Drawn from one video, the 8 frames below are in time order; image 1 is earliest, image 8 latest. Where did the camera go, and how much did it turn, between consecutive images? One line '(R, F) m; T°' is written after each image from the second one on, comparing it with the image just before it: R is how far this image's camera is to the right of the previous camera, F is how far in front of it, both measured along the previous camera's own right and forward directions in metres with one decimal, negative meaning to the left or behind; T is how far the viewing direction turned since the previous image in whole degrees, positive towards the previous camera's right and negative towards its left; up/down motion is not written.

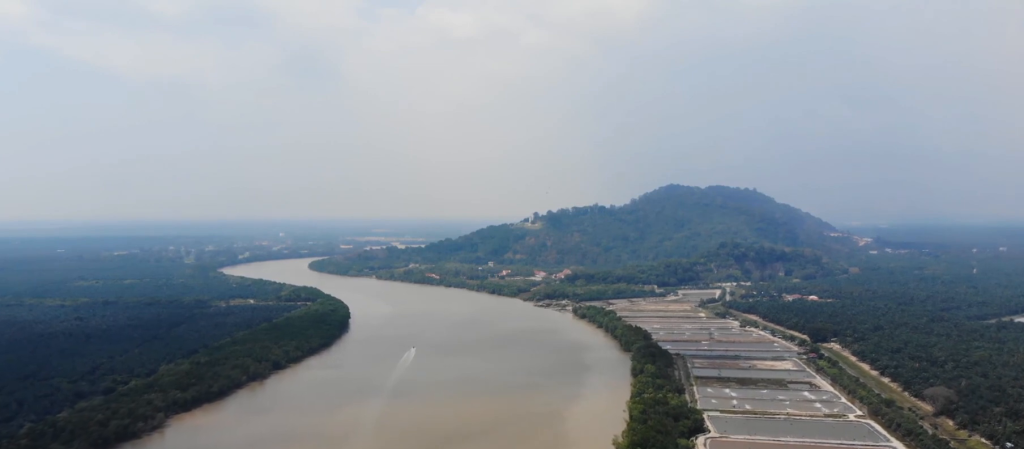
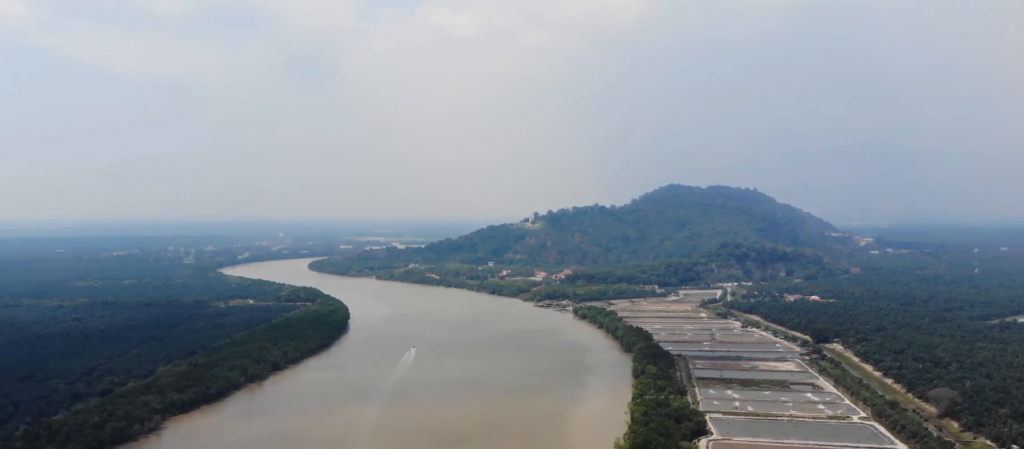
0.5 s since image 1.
(0.0, +6.4) m; 0°
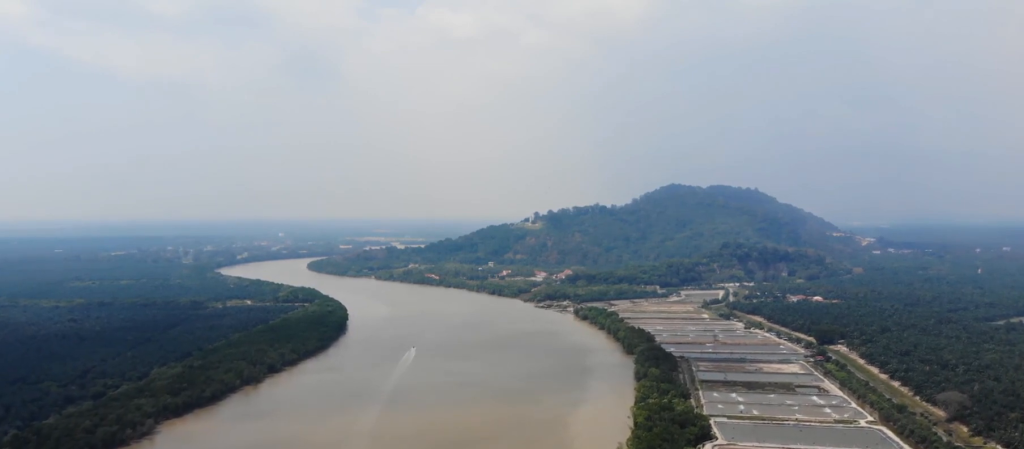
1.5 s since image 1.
(0.0, +12.9) m; 0°
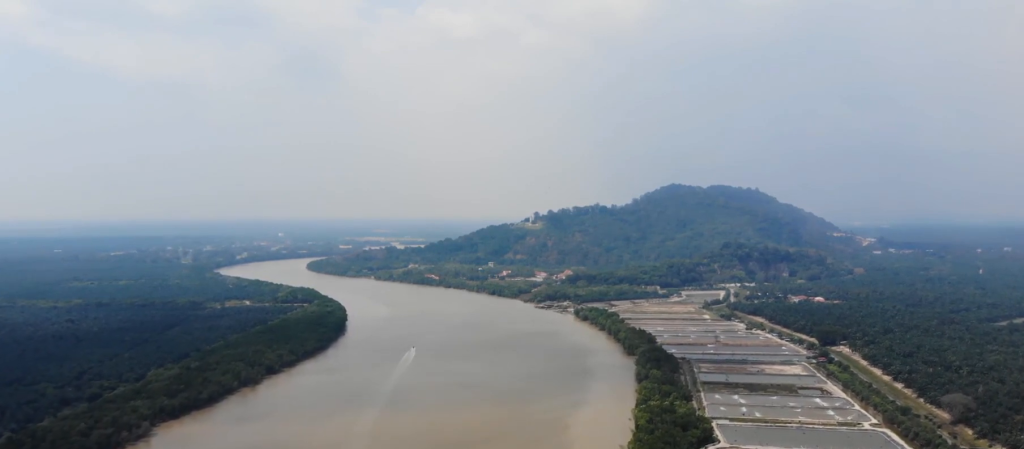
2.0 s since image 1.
(0.0, +6.9) m; 0°
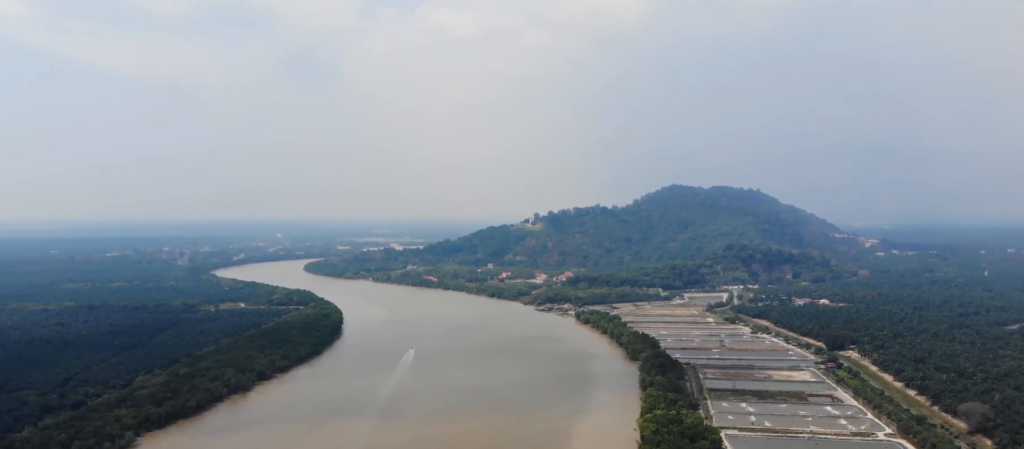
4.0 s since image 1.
(0.0, +25.0) m; 0°
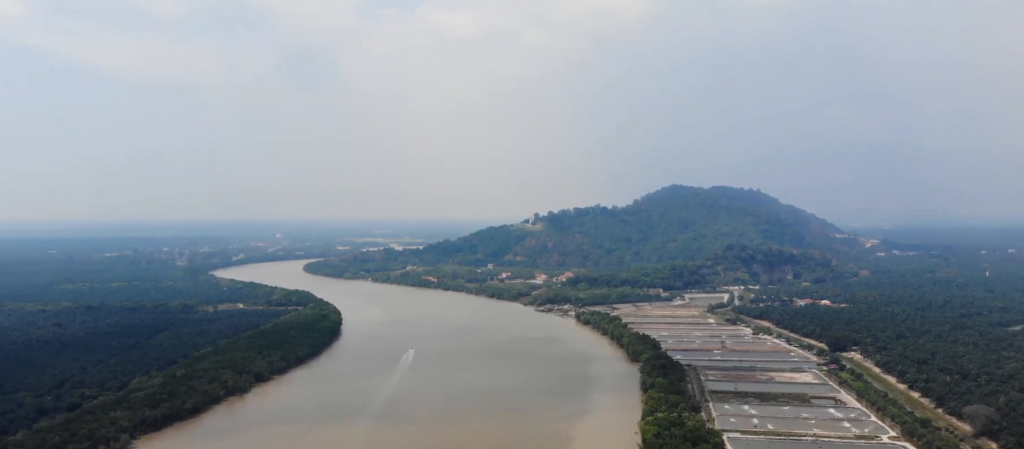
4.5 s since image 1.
(0.0, +6.9) m; 0°
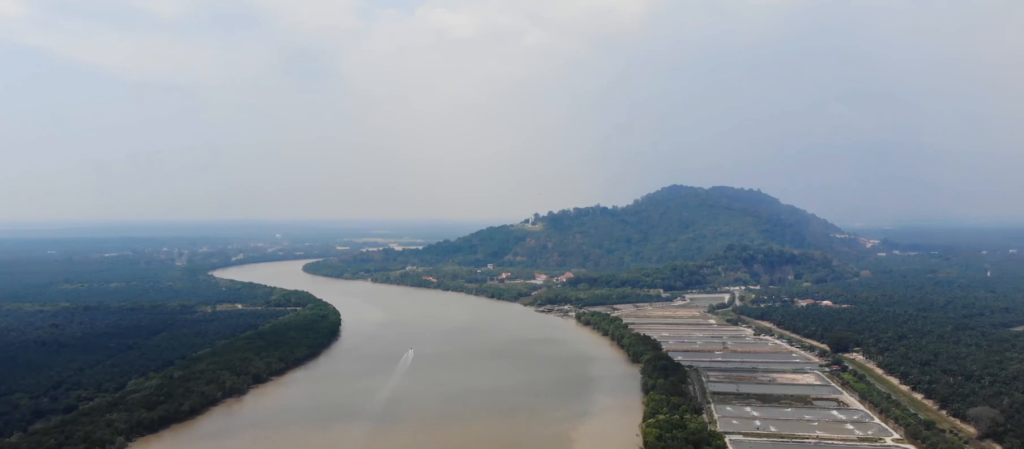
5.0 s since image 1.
(0.0, +6.0) m; 0°
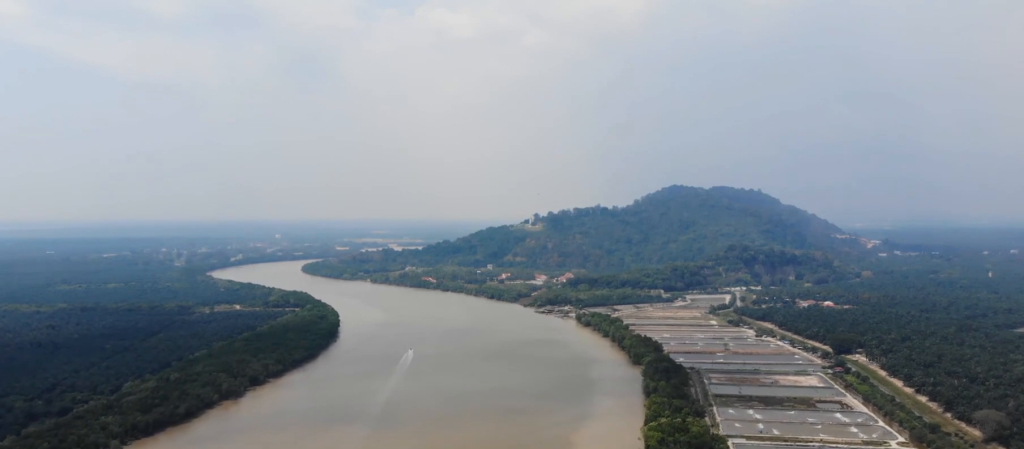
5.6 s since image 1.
(0.0, +7.7) m; 0°
